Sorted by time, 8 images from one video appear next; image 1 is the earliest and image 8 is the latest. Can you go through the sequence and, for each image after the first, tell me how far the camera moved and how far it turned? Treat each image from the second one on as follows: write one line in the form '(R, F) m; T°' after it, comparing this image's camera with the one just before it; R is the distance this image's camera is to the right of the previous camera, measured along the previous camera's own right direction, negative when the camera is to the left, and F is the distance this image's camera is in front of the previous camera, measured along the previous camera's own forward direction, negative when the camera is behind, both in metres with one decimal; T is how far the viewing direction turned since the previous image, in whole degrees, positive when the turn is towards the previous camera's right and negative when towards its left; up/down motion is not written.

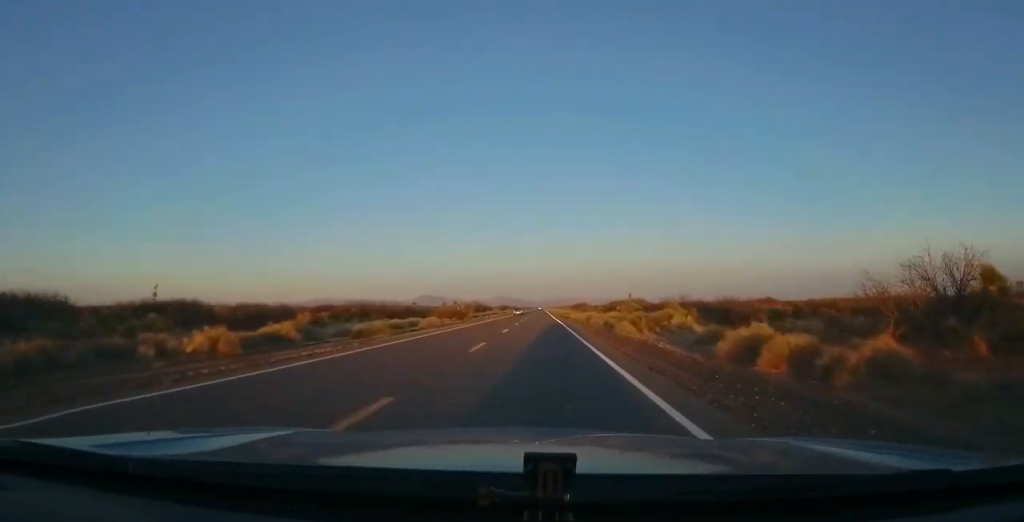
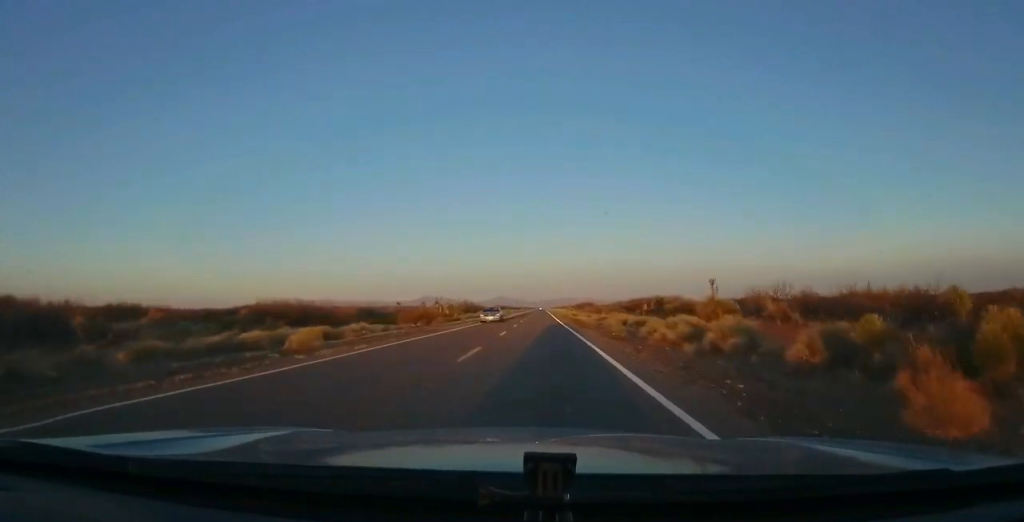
(+0.1, +26.4) m; 0°
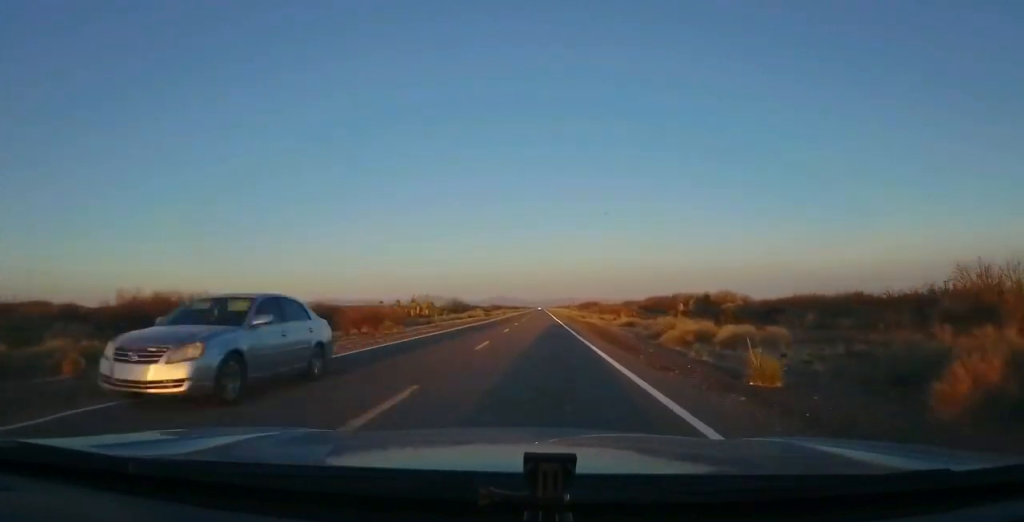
(+0.2, +20.6) m; 0°
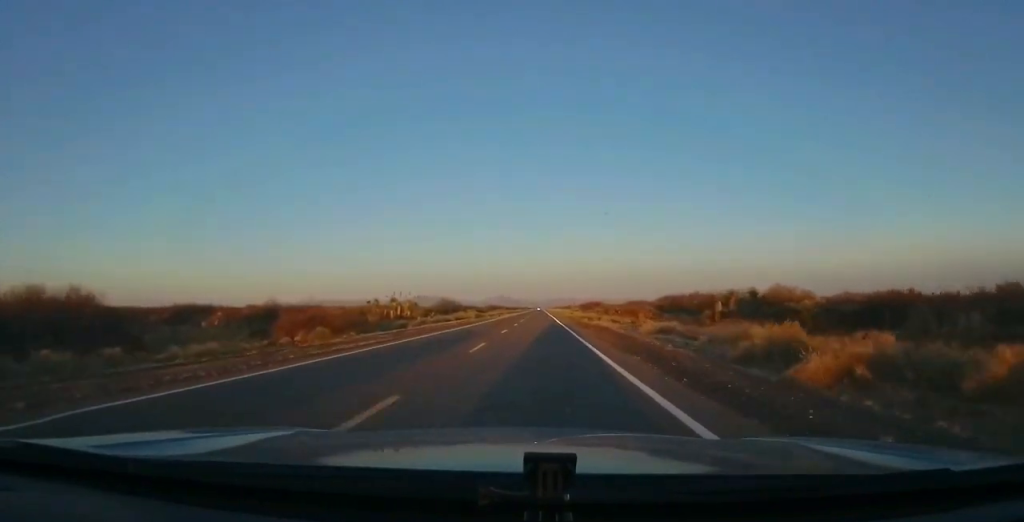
(-0.2, +12.7) m; 0°
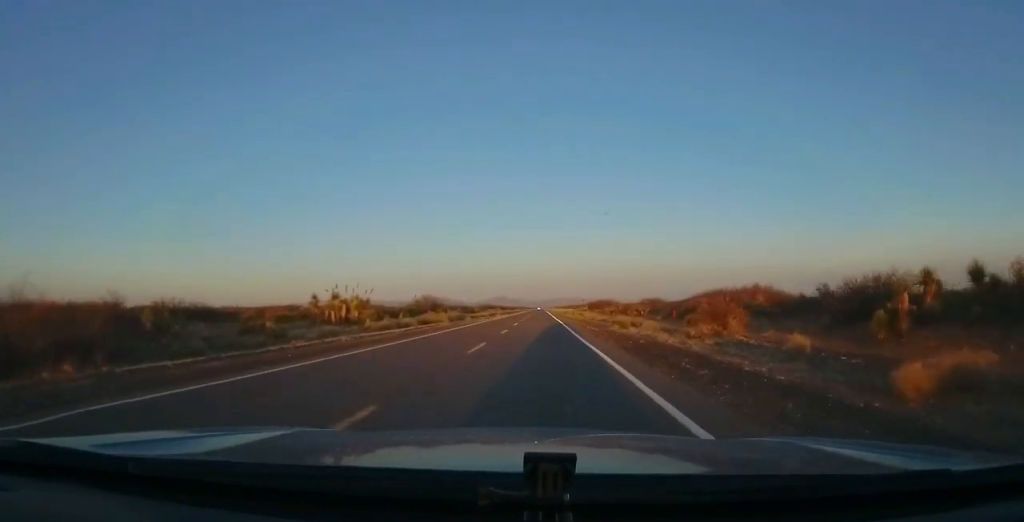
(0.0, +24.4) m; 0°
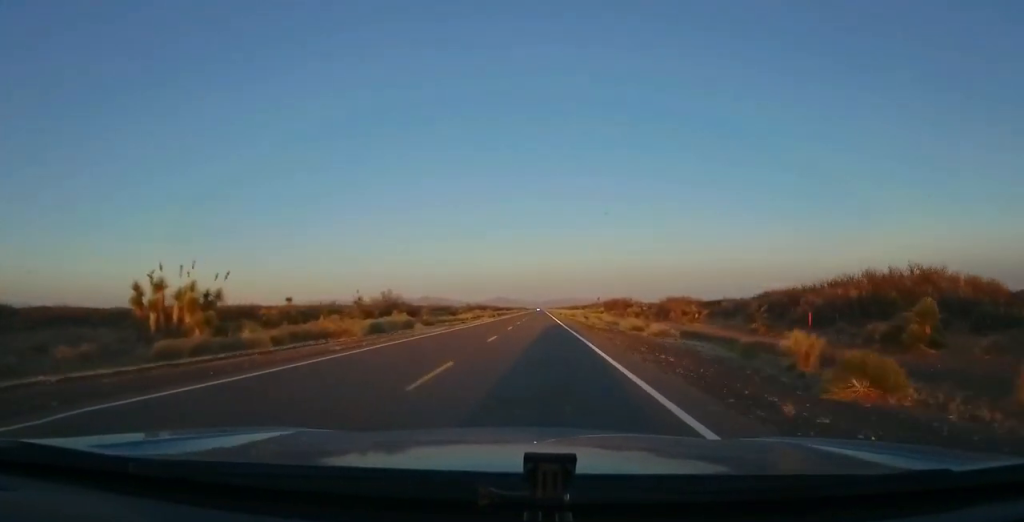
(+0.3, +30.2) m; +1°
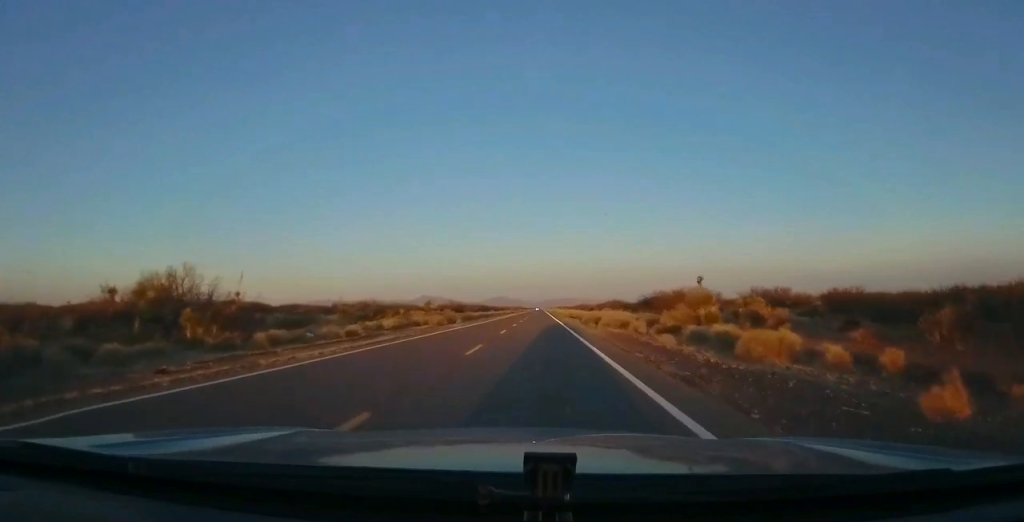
(0.0, +52.8) m; 0°
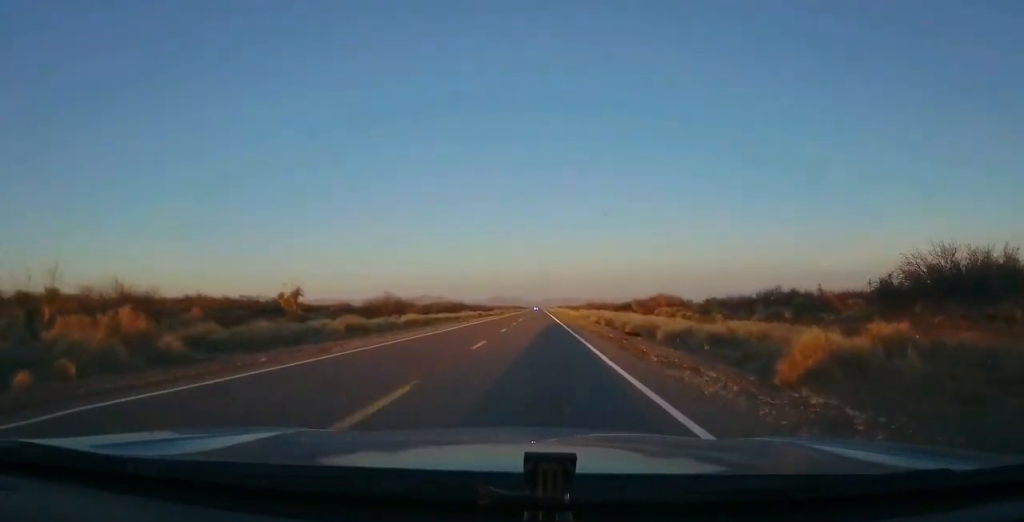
(-0.8, +56.5) m; -1°
